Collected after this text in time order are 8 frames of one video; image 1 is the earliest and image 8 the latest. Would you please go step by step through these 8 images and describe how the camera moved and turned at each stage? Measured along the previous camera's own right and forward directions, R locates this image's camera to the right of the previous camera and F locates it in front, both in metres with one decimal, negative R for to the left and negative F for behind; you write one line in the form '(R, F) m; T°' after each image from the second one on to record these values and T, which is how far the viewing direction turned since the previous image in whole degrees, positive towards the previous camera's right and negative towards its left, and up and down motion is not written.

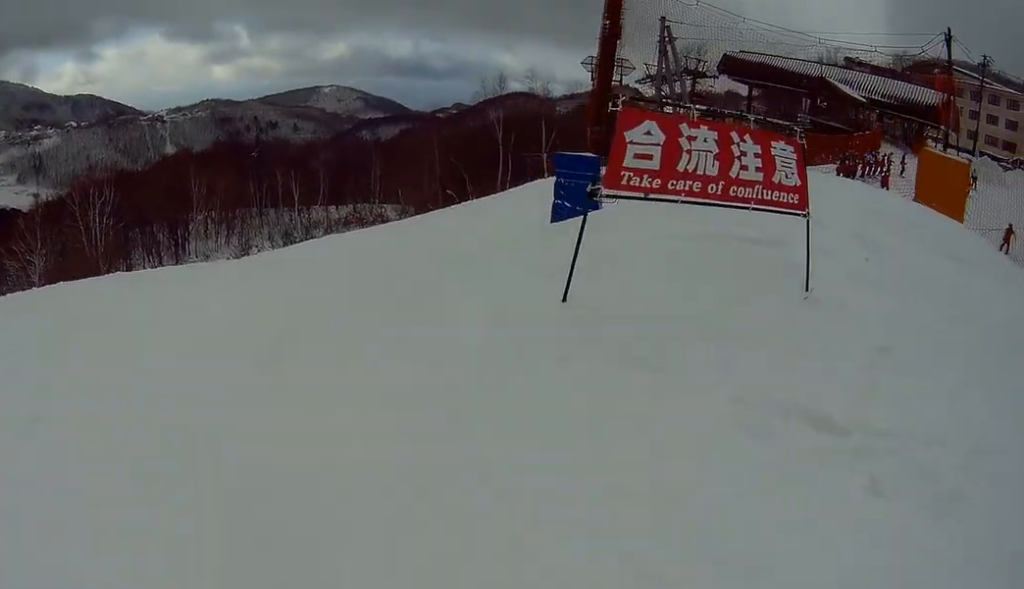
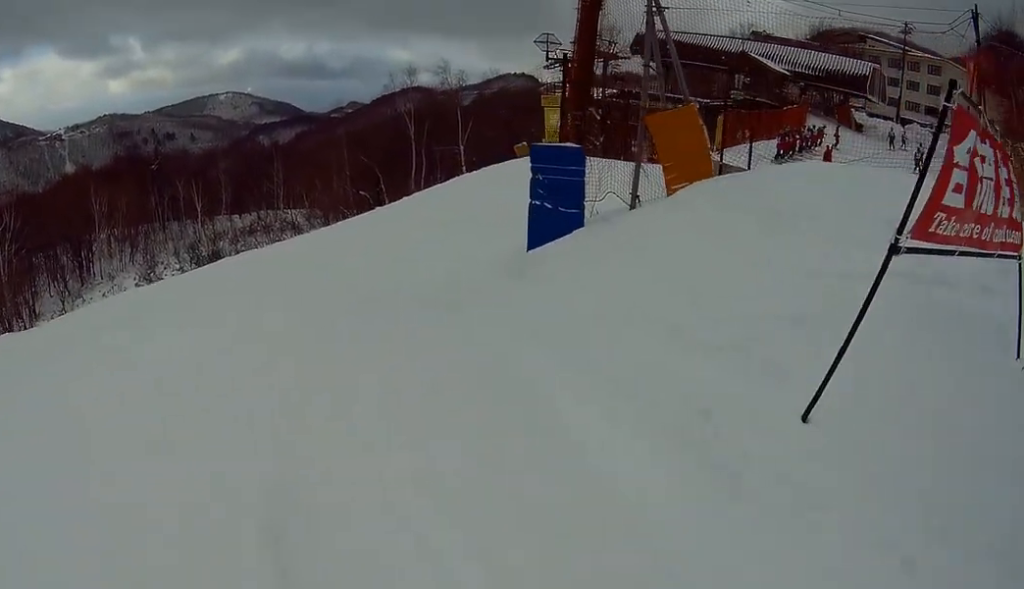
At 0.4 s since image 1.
(0.0, +1.4) m; +6°
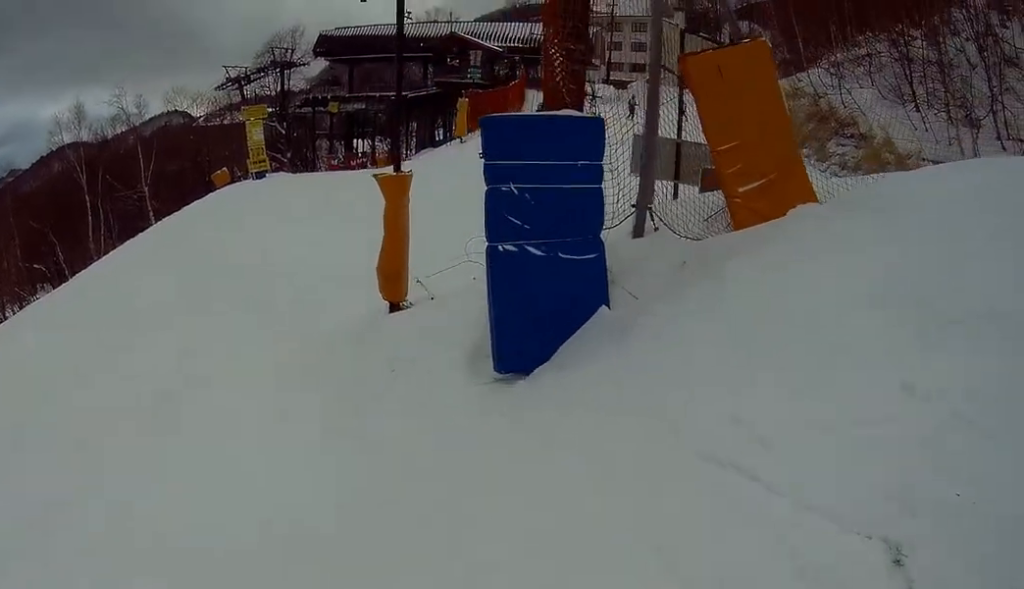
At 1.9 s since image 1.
(+1.2, +4.1) m; +68°
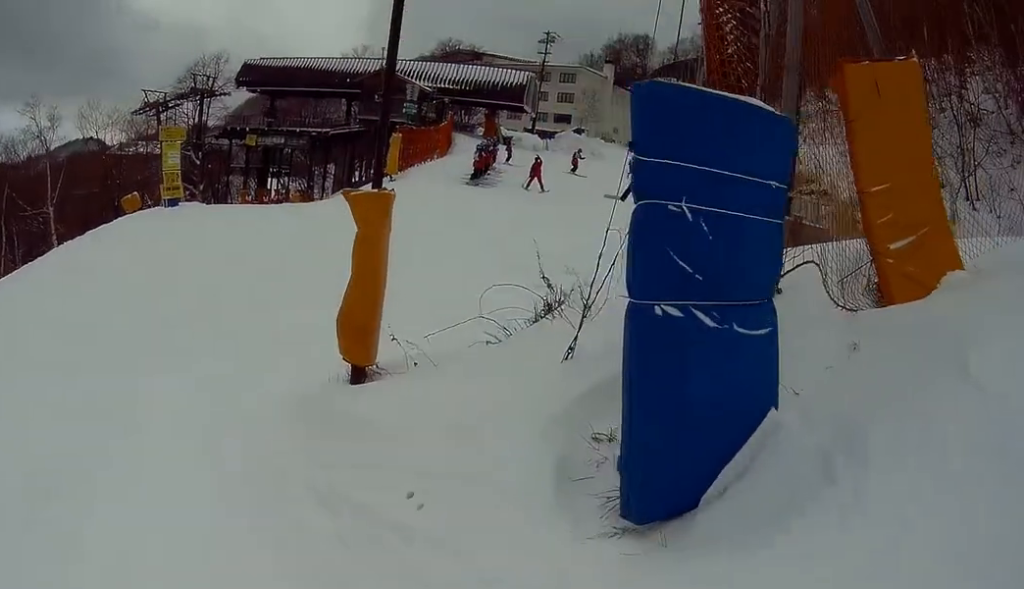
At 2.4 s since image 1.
(+0.4, +1.2) m; +25°
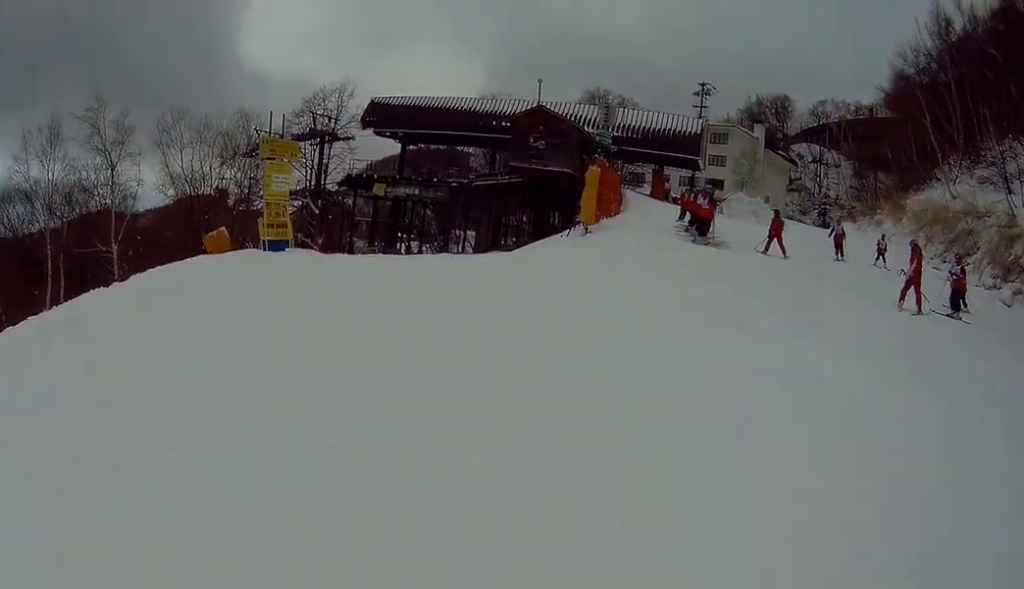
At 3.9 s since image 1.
(+1.7, +5.7) m; +11°
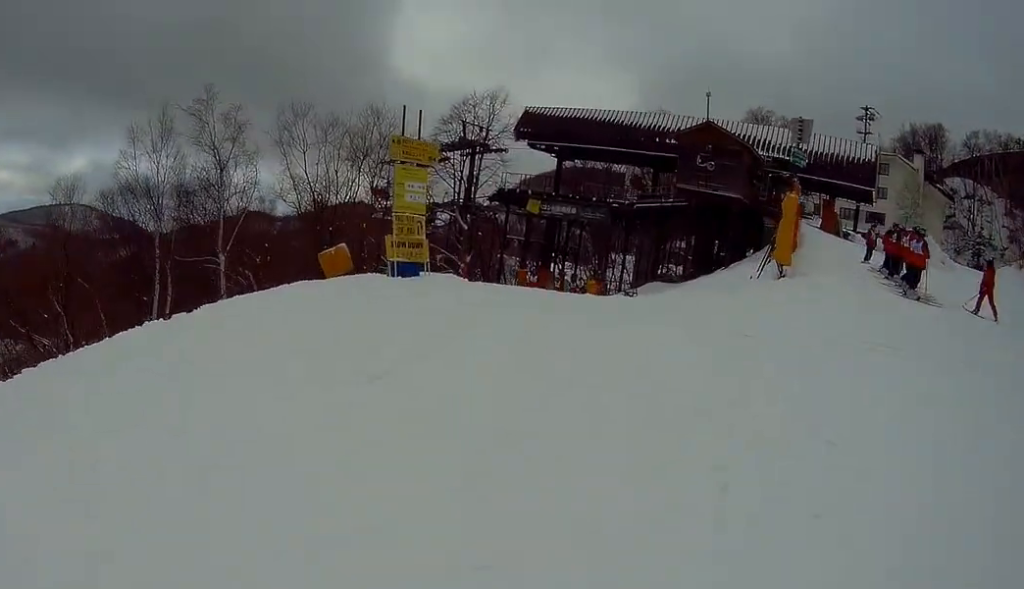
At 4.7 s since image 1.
(+0.1, +3.8) m; 0°
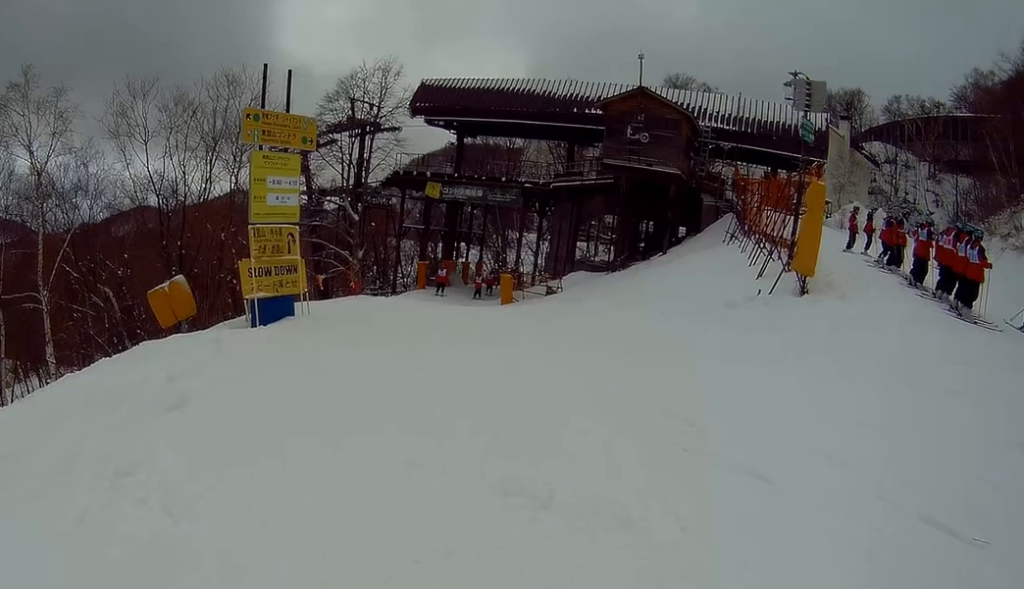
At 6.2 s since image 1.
(+0.1, +9.4) m; +3°
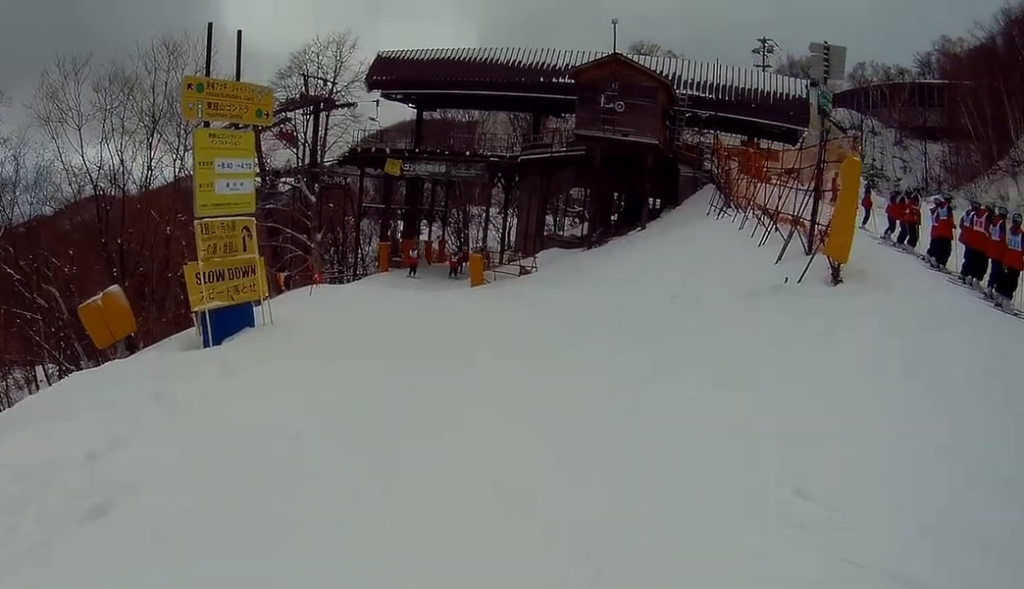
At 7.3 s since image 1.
(+0.4, +6.5) m; -2°
